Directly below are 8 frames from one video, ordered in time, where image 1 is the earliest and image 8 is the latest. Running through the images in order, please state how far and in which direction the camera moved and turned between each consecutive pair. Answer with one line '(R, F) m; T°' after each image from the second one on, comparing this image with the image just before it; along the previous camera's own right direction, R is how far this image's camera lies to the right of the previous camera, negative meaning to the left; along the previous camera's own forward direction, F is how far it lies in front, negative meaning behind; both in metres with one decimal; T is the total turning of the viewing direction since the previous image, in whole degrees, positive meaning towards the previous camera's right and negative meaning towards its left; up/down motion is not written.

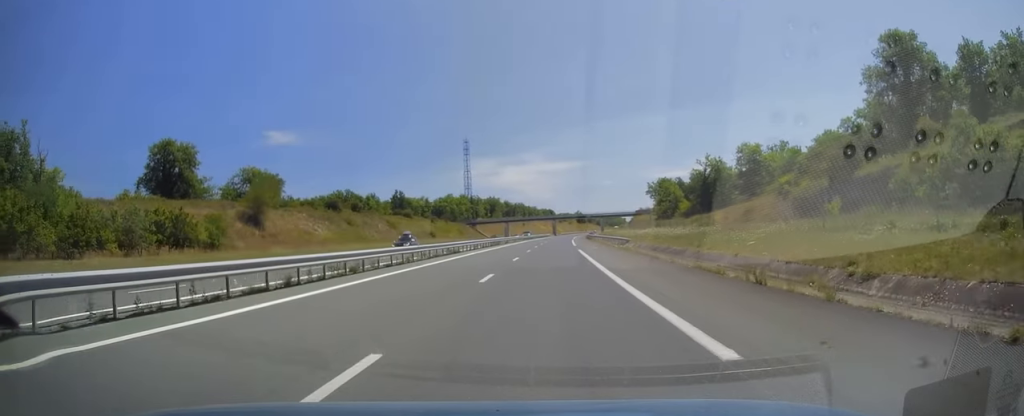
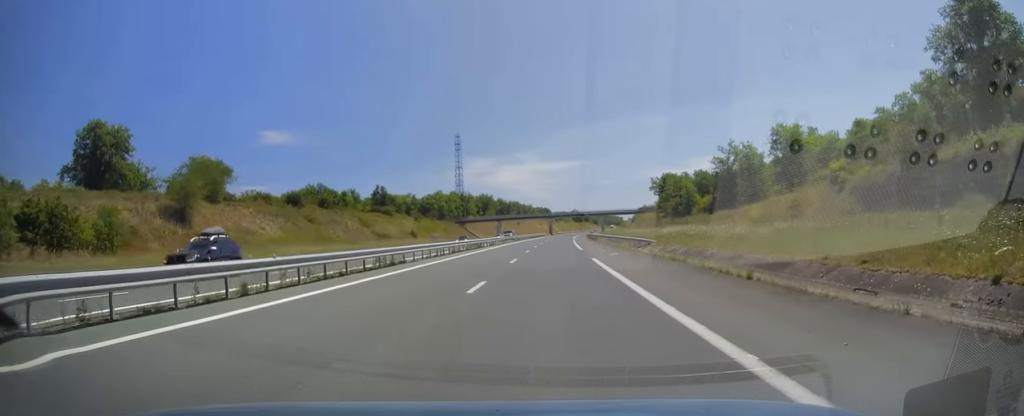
(+0.1, +16.2) m; 0°
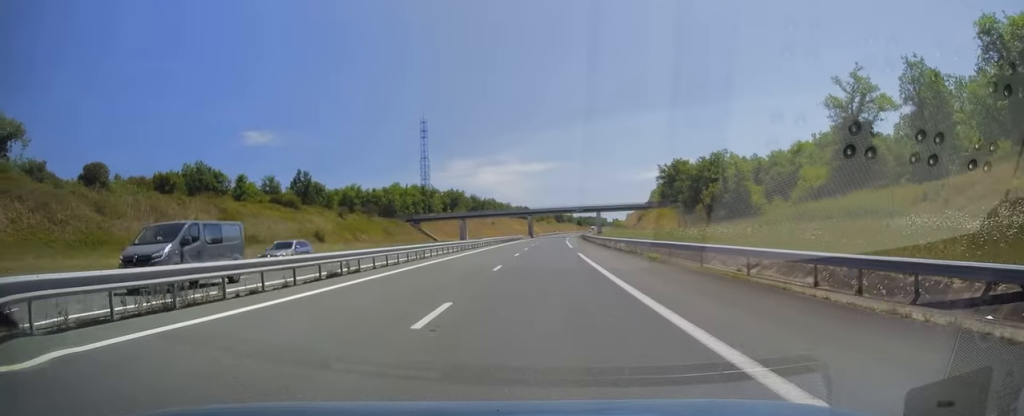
(0.0, +43.6) m; +1°
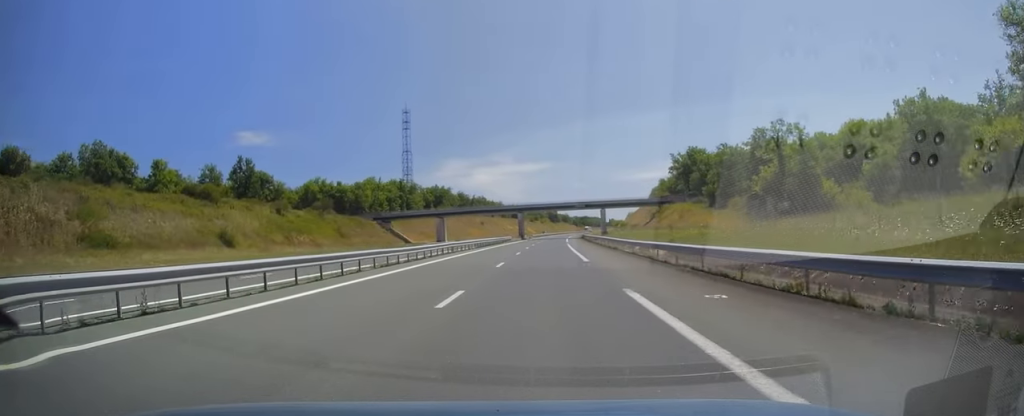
(+0.3, +23.5) m; +1°
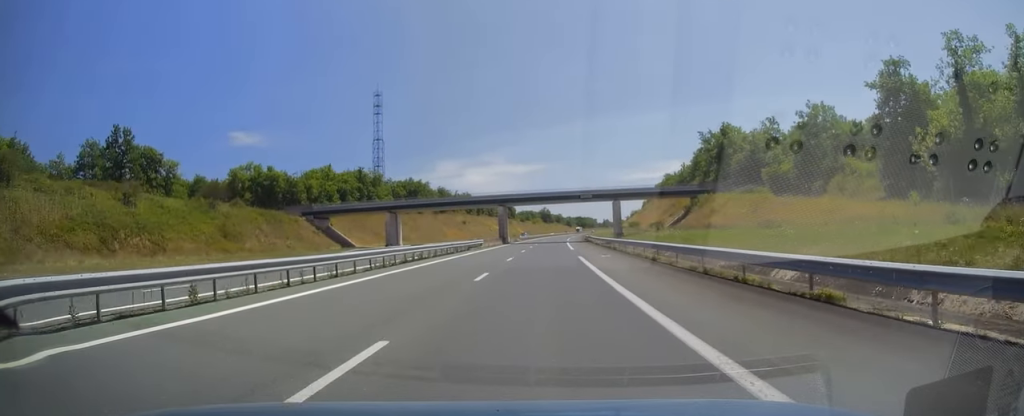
(+0.2, +32.3) m; +1°
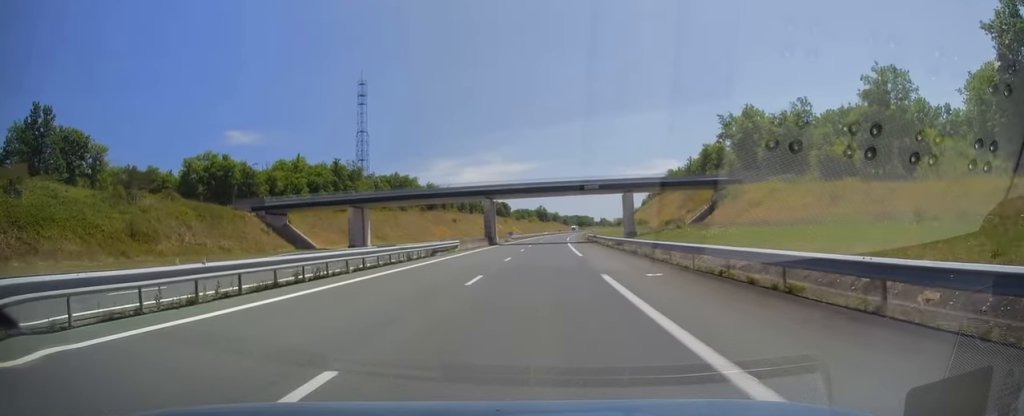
(0.0, +14.7) m; 0°
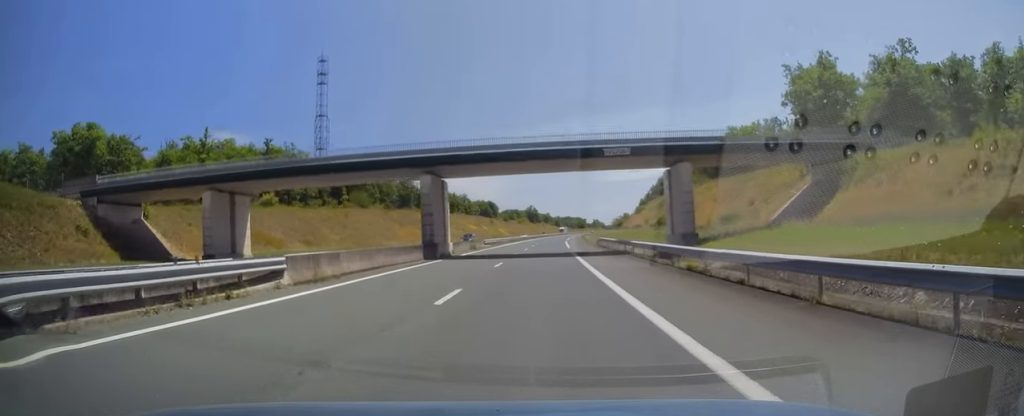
(+0.3, +29.9) m; +1°
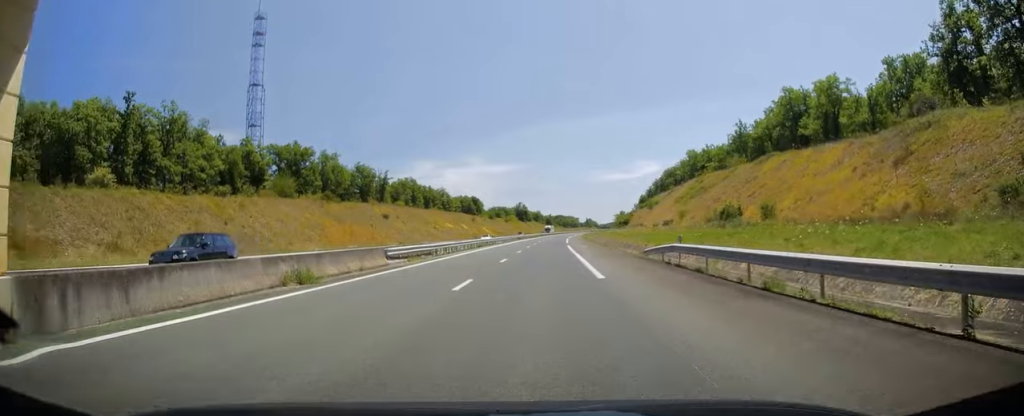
(+0.3, +36.2) m; +1°
